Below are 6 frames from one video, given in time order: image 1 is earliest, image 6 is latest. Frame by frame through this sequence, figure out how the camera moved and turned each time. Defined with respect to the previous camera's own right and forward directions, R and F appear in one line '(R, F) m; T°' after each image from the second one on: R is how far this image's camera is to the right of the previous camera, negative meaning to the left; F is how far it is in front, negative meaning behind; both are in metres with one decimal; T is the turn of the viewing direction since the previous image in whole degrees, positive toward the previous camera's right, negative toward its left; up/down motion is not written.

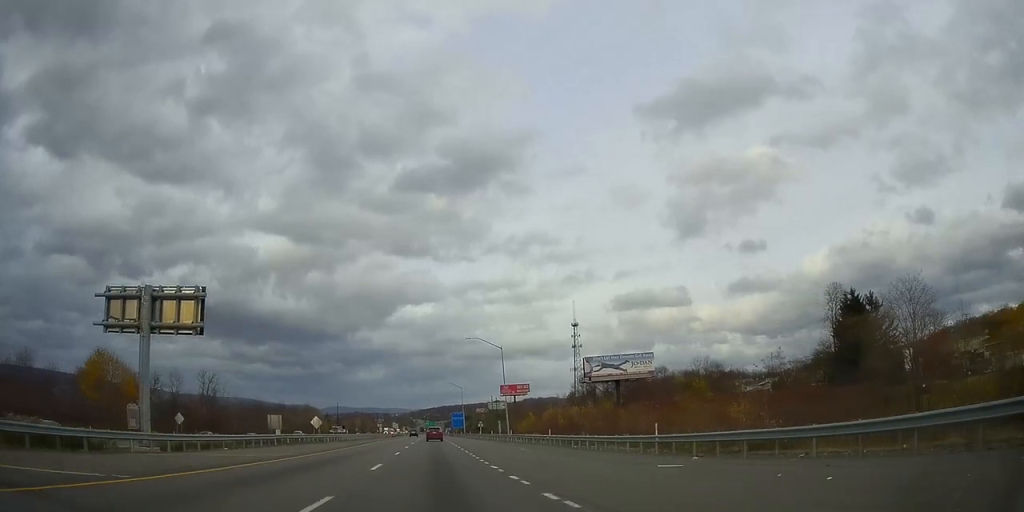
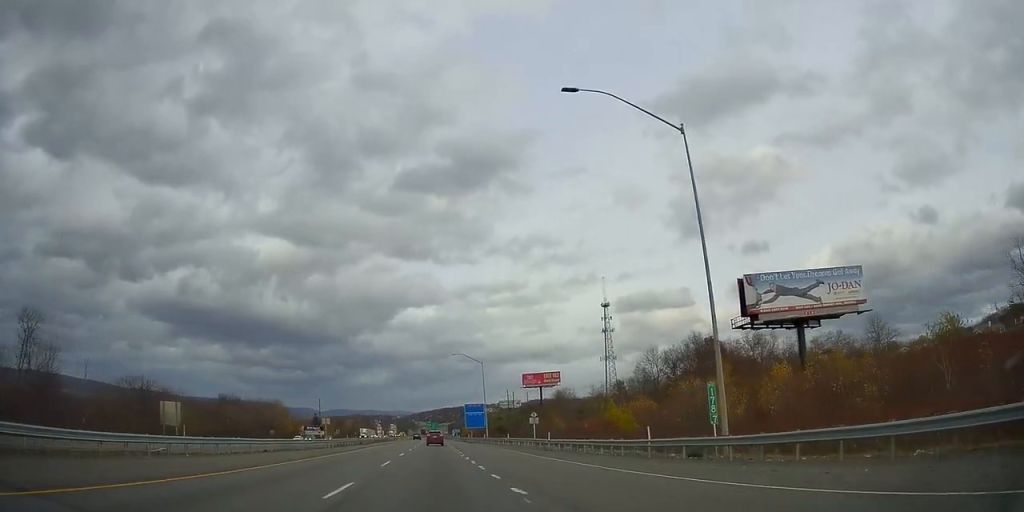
(+0.2, +68.5) m; +1°
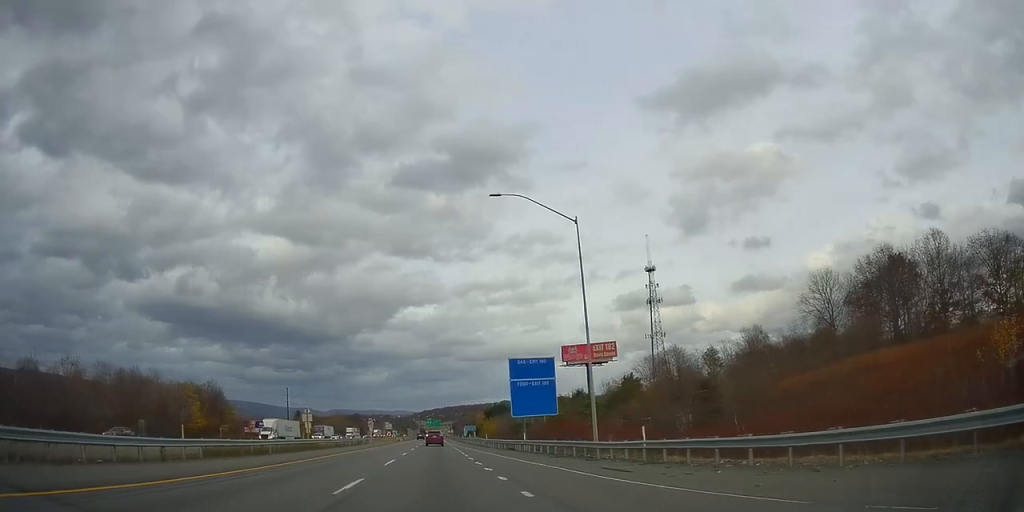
(-0.2, +71.9) m; 0°
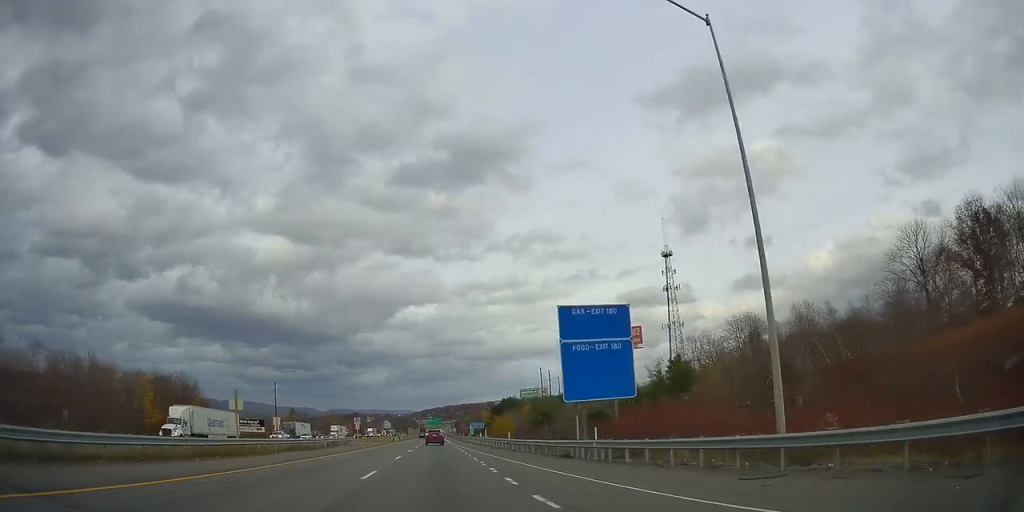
(0.0, +19.9) m; 0°
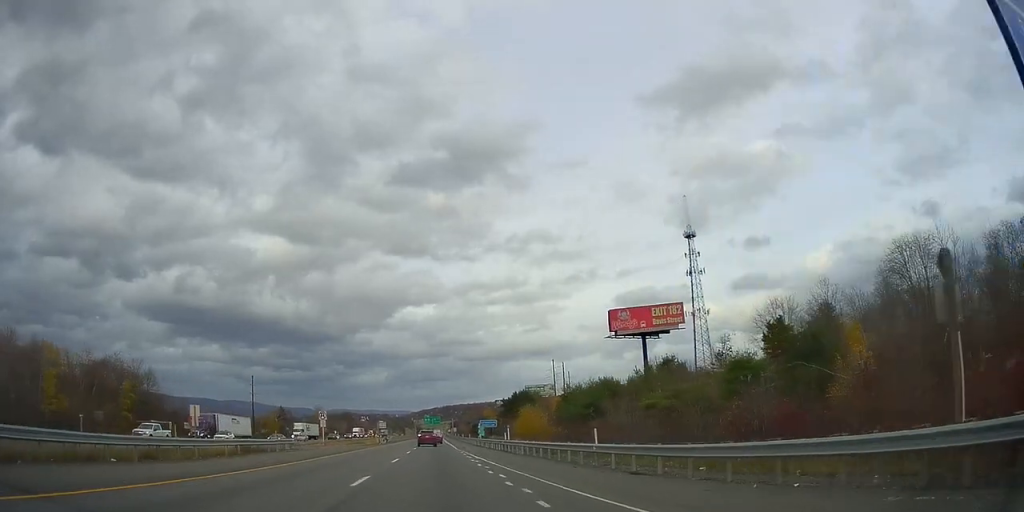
(0.0, +26.4) m; 0°
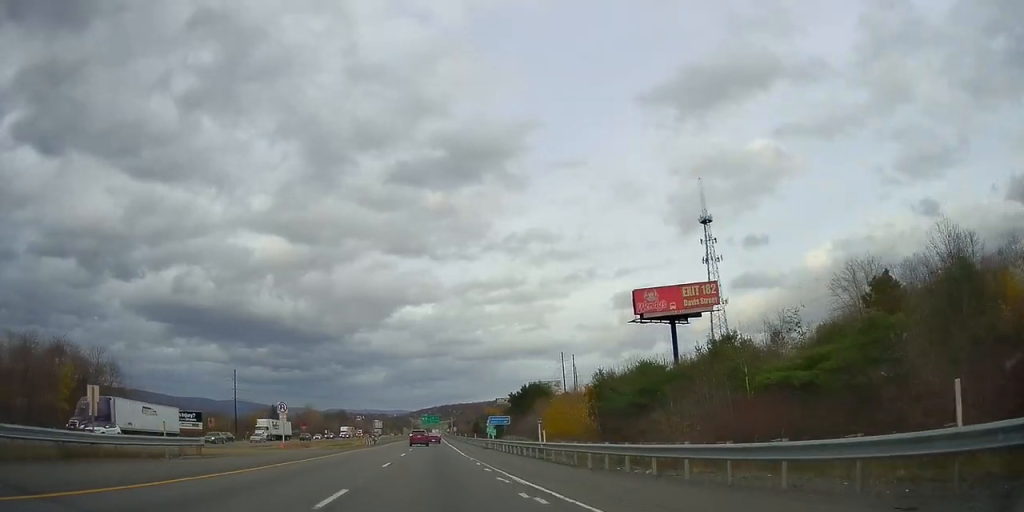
(0.0, +16.5) m; 0°
